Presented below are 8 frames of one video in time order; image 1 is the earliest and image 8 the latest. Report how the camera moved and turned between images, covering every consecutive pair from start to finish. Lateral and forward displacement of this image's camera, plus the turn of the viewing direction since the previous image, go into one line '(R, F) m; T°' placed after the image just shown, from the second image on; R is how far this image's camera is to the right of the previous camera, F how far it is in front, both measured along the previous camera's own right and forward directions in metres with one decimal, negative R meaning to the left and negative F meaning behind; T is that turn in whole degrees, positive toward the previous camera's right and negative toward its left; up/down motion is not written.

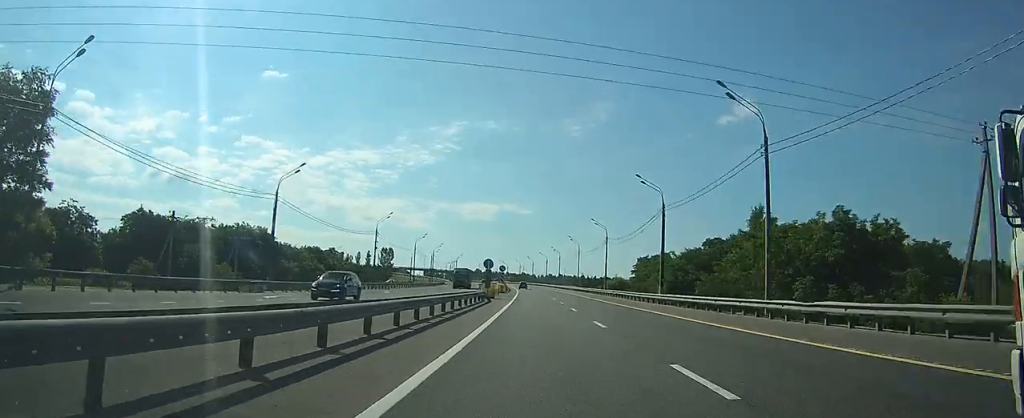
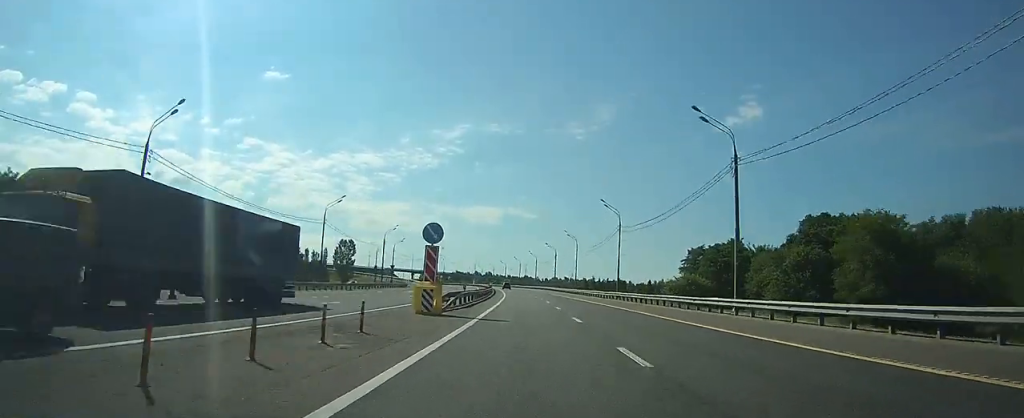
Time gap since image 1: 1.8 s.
(-0.5, +56.6) m; -1°
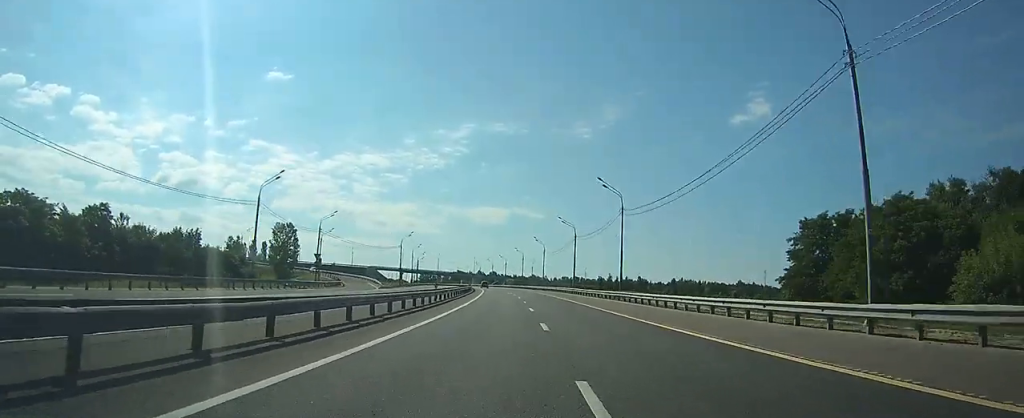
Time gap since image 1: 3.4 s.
(-0.1, +51.9) m; 0°
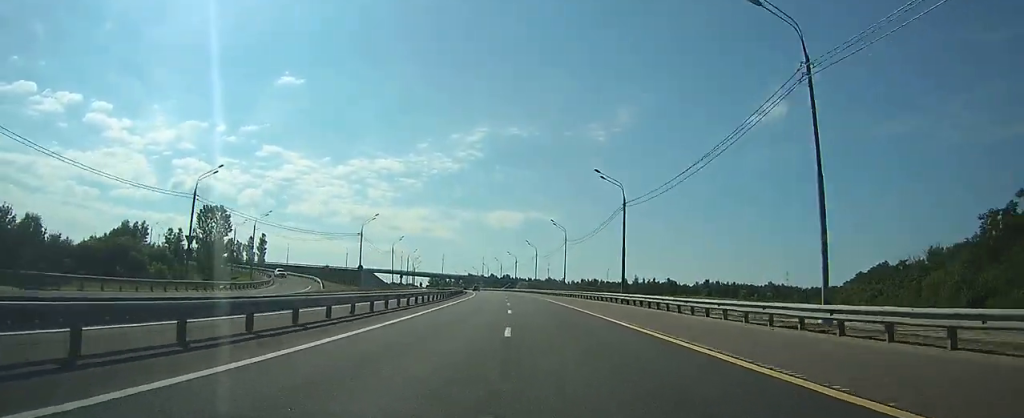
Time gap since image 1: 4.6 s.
(-0.3, +37.9) m; -1°
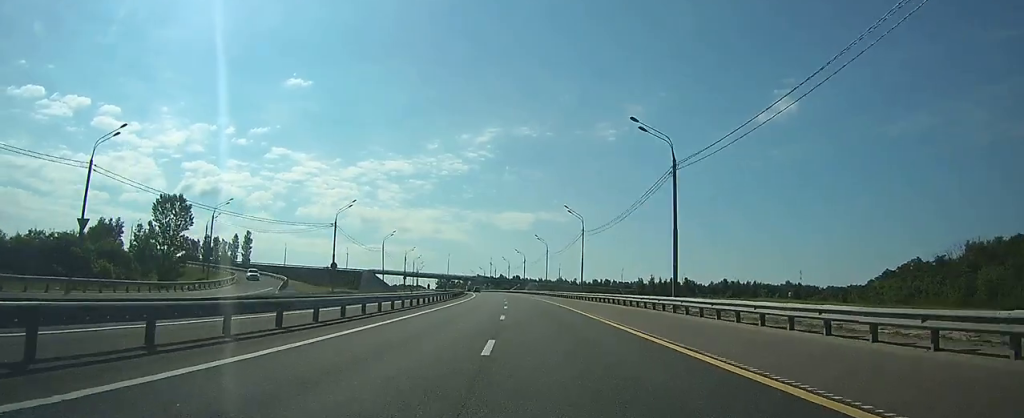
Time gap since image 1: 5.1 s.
(-0.1, +15.7) m; 0°
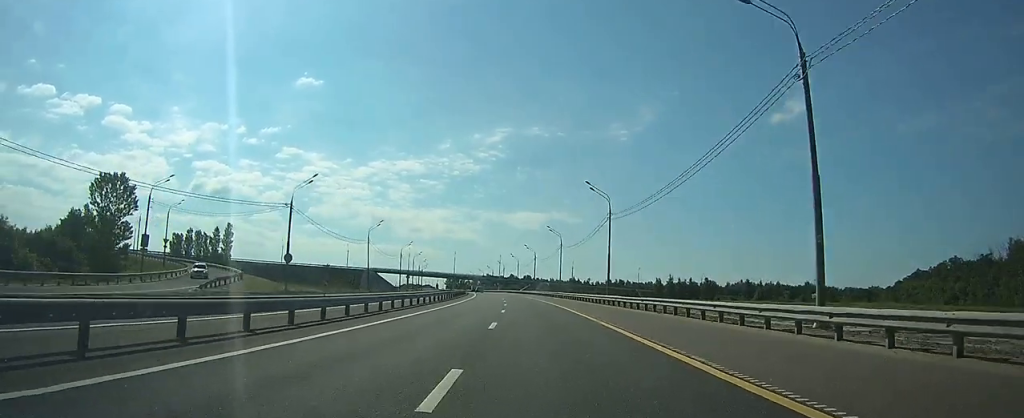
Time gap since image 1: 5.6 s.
(0.0, +16.7) m; -1°
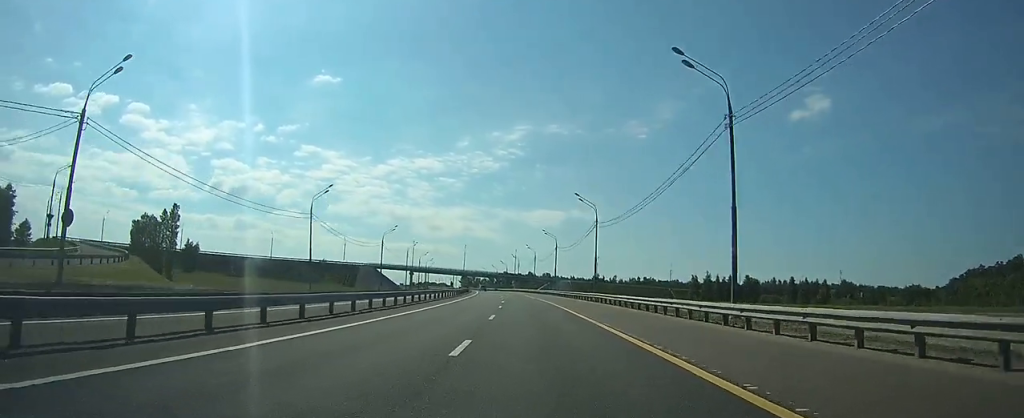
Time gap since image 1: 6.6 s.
(-0.4, +31.3) m; -2°
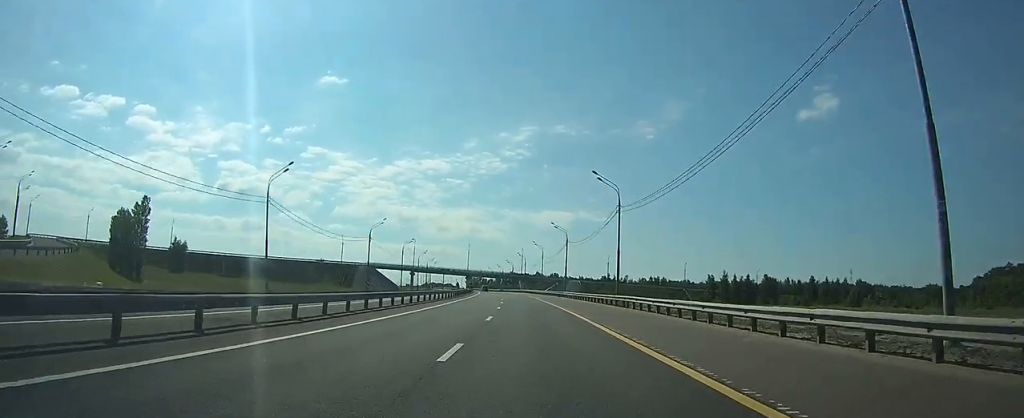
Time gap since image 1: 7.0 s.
(-0.1, +12.5) m; -1°
